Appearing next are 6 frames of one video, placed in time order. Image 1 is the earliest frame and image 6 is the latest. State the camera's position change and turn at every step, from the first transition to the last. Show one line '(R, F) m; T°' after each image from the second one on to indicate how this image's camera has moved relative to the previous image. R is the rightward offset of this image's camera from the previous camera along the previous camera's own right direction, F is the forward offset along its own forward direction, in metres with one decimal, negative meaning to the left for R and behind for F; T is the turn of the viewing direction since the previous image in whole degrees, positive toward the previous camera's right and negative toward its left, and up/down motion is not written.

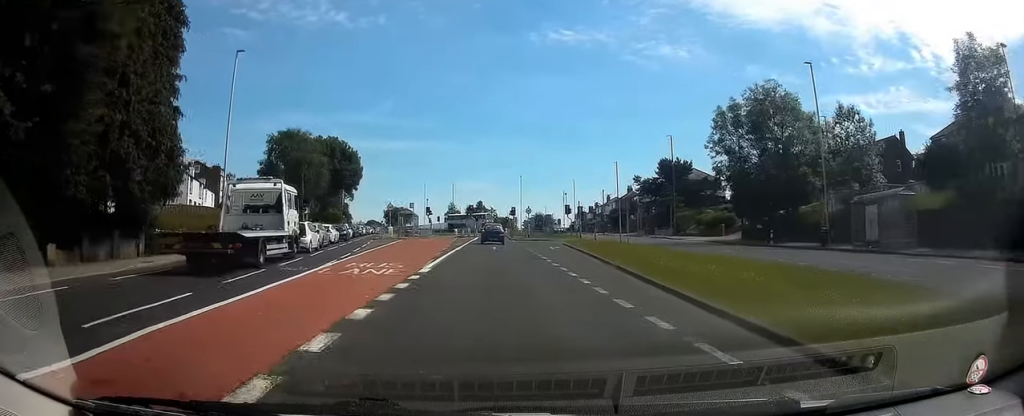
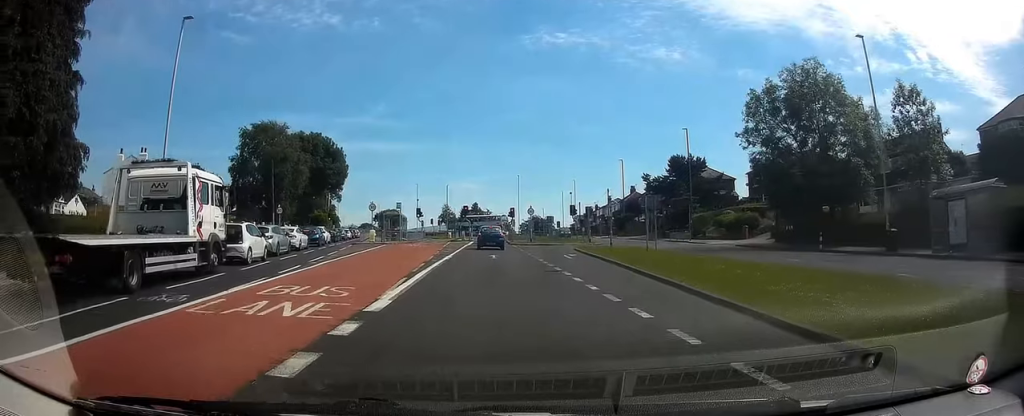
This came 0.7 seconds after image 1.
(+0.2, +7.3) m; +2°
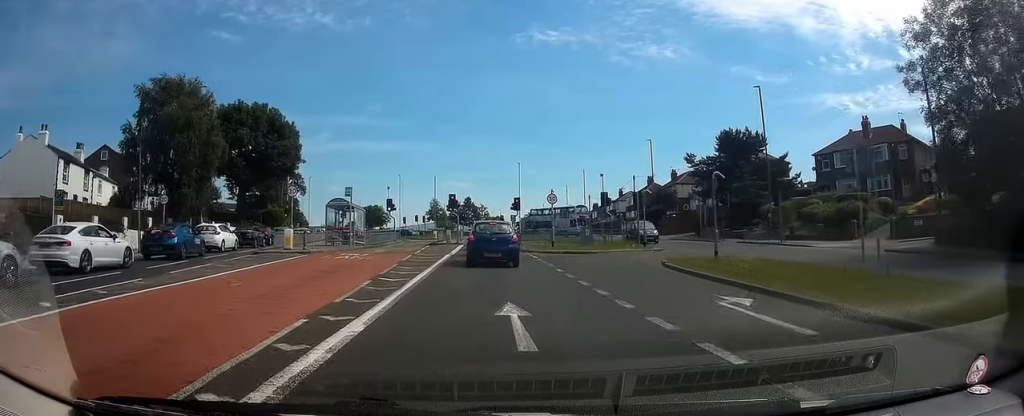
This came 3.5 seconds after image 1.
(0.0, +24.1) m; +1°
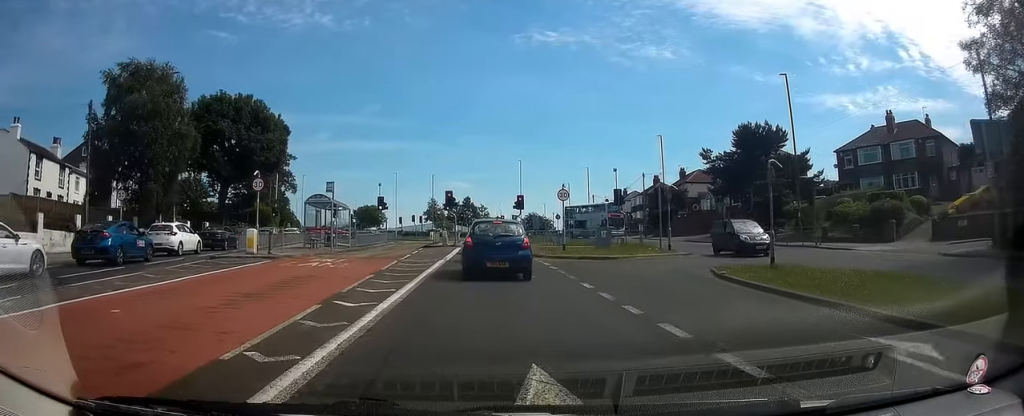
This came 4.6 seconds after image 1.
(+0.2, +6.3) m; +3°
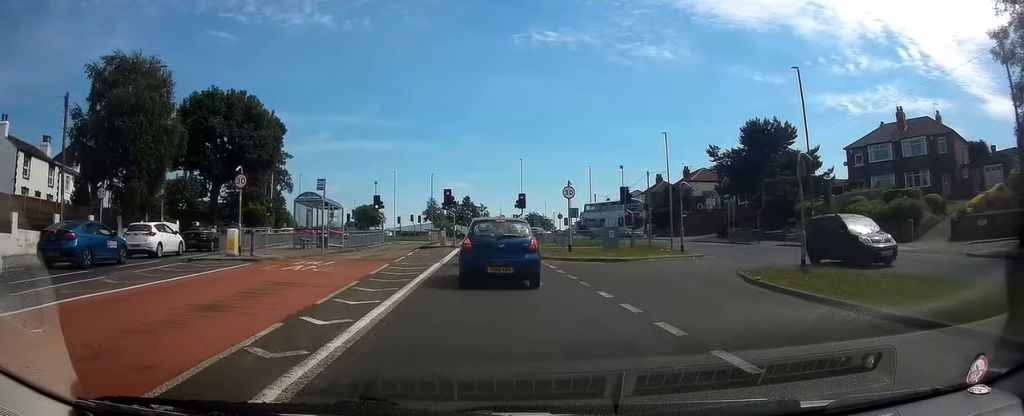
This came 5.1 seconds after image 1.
(0.0, +2.6) m; +1°
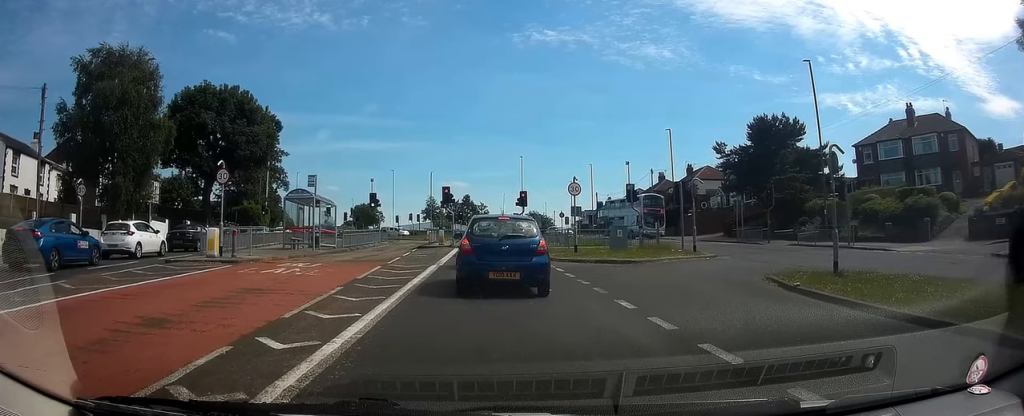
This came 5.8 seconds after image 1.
(0.0, +2.6) m; +1°
